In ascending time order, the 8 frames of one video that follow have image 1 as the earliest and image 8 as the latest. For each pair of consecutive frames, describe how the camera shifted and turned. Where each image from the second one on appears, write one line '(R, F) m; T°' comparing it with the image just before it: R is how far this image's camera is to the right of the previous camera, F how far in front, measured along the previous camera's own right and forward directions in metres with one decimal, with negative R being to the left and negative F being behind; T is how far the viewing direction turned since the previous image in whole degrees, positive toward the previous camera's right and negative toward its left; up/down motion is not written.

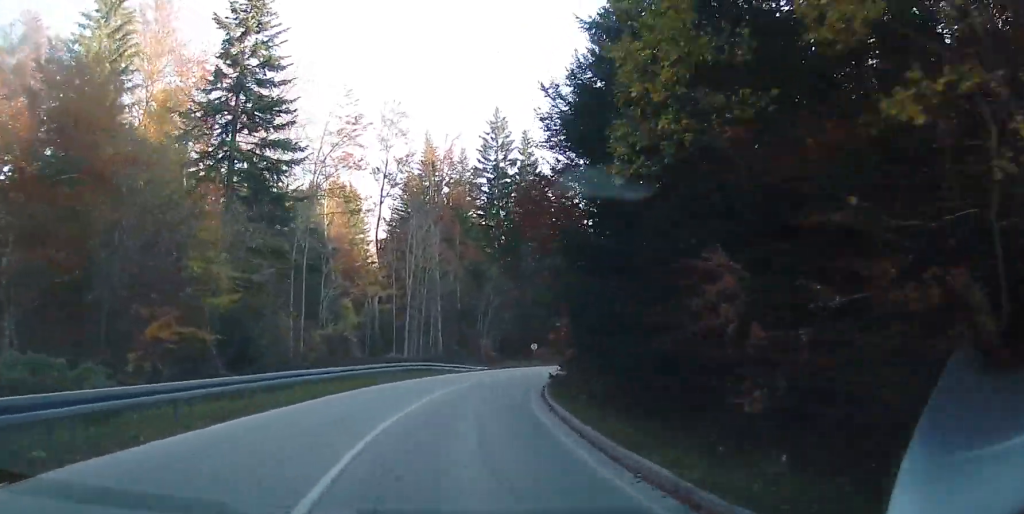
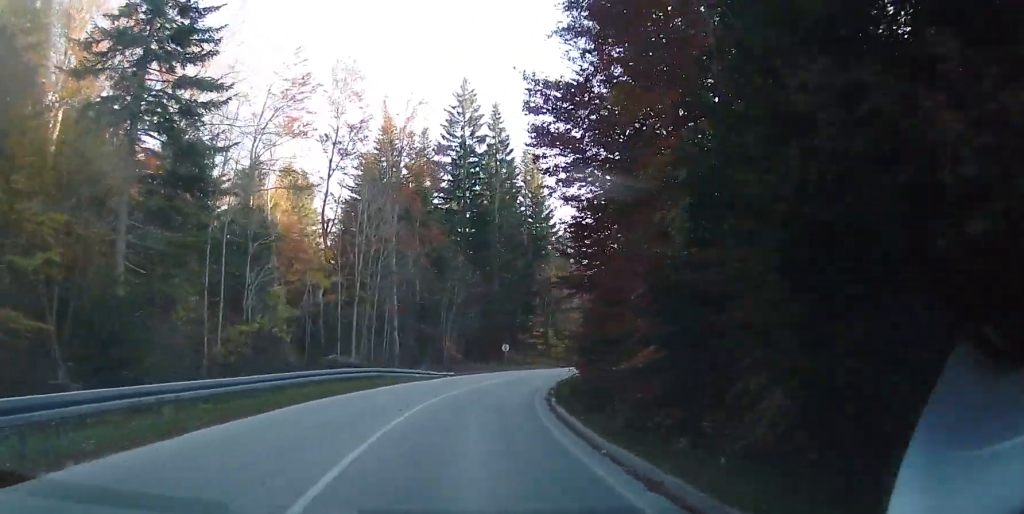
(+0.1, +8.3) m; +7°
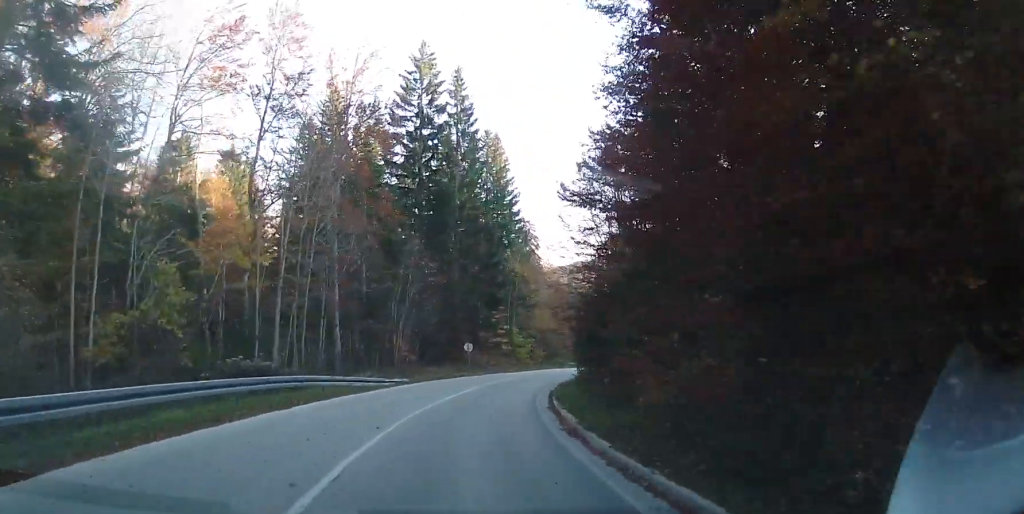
(+0.3, +8.1) m; +7°
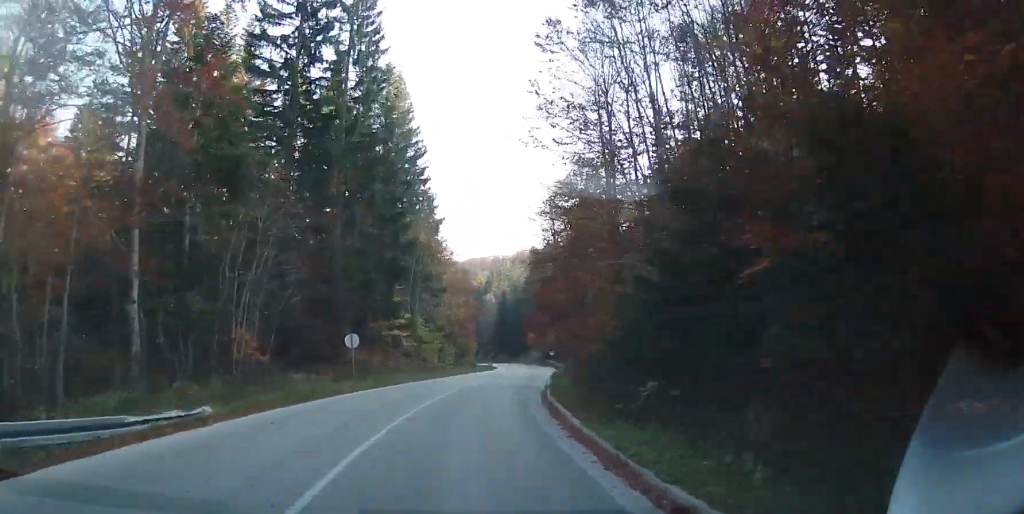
(+2.5, +17.0) m; +10°
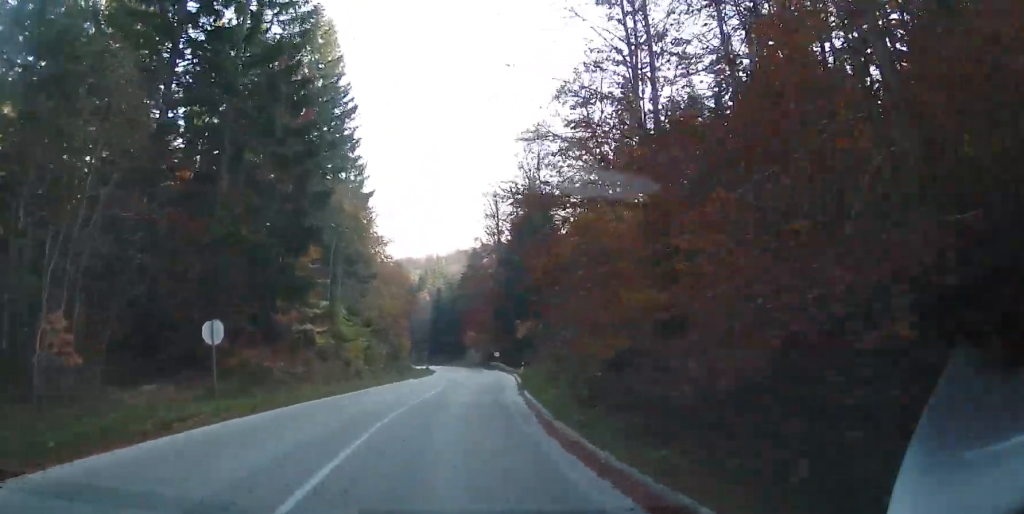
(-0.1, +10.6) m; +2°
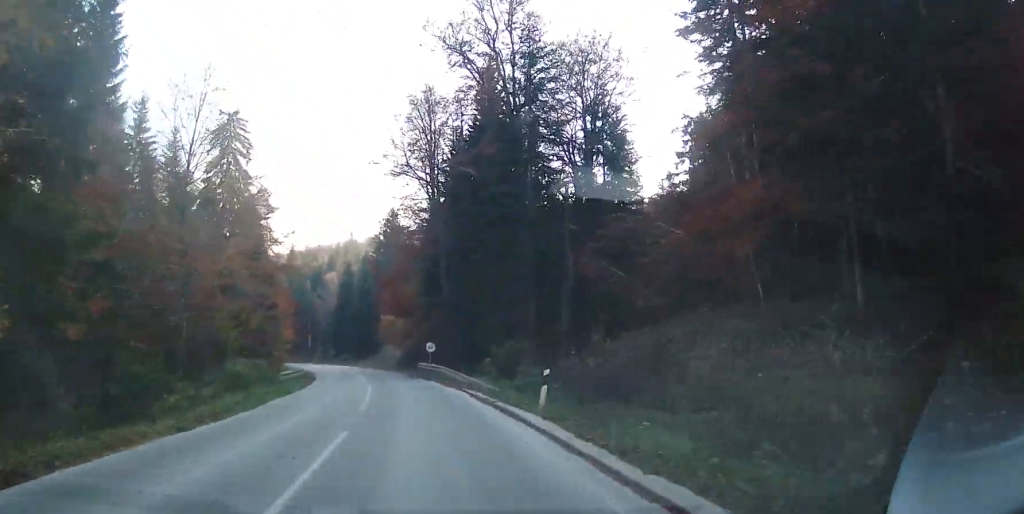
(+1.6, +35.0) m; +3°
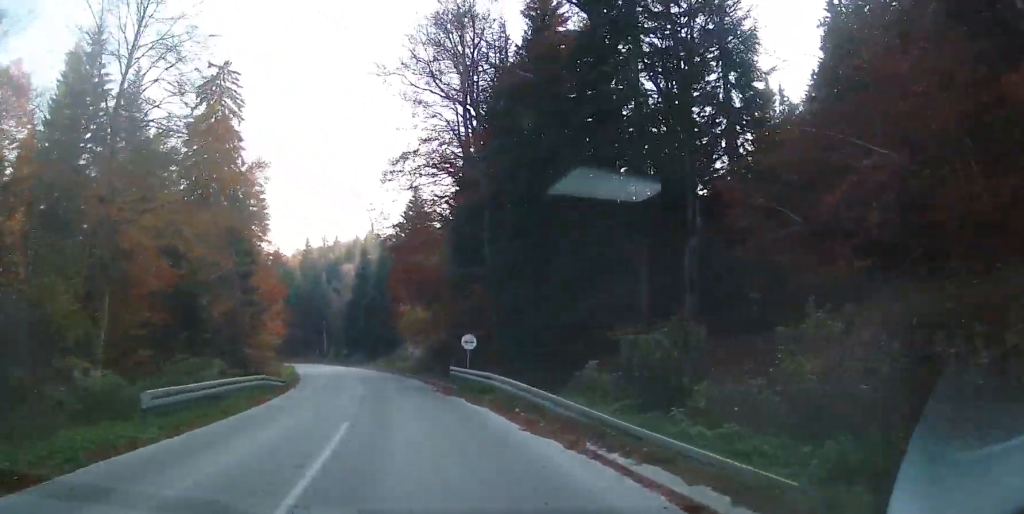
(+0.1, +14.8) m; -1°
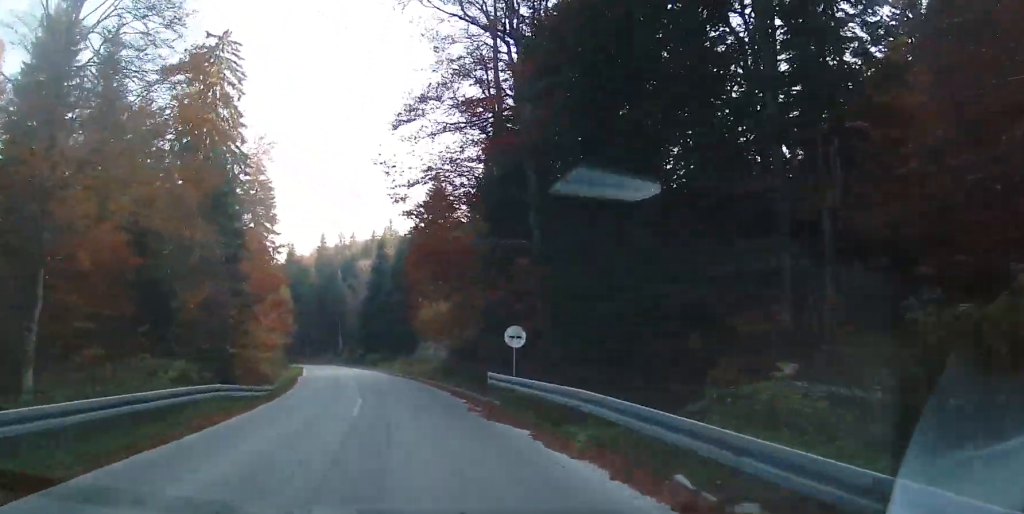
(-0.2, +7.4) m; -2°
